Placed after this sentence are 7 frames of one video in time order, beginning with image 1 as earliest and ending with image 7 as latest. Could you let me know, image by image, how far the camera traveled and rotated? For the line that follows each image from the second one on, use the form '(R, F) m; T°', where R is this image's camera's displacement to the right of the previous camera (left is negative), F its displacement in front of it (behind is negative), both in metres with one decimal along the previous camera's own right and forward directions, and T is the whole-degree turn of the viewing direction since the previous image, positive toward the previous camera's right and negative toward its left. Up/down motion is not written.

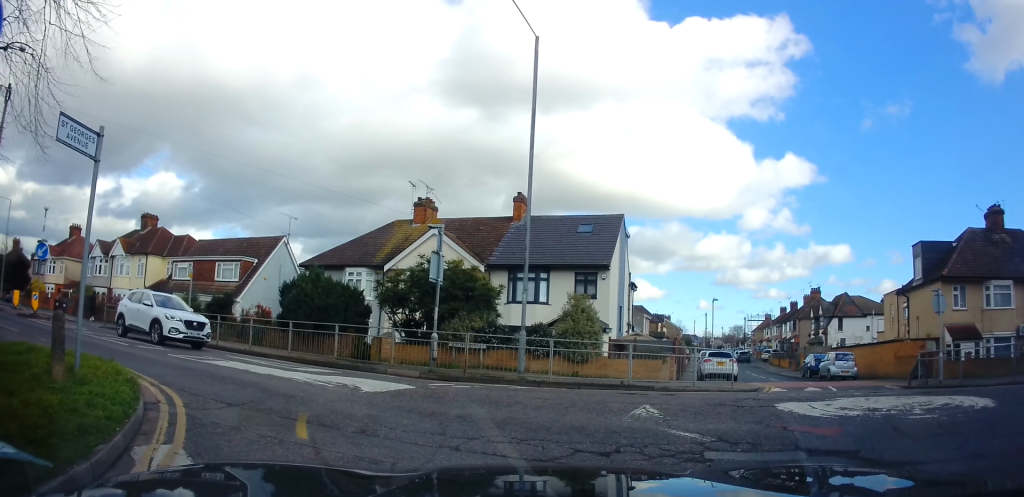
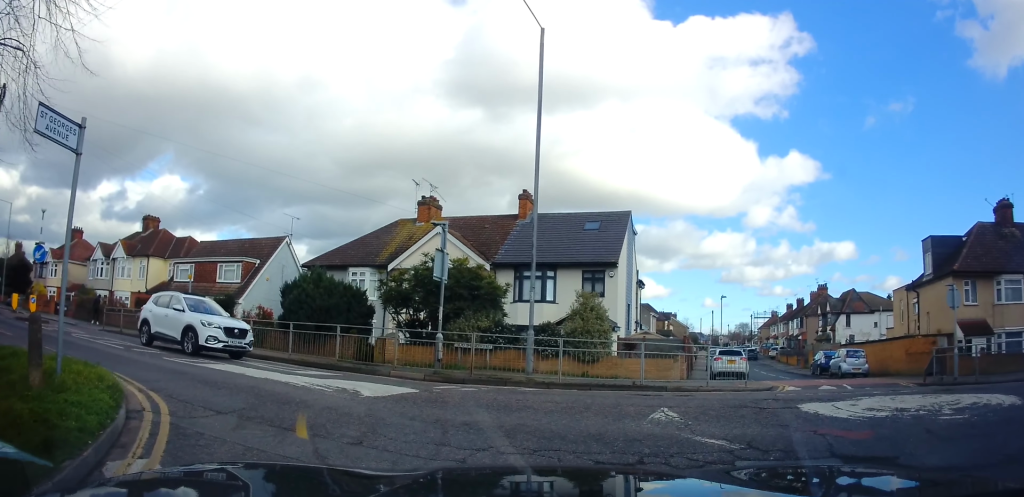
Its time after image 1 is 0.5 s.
(-0.1, +0.4) m; 0°
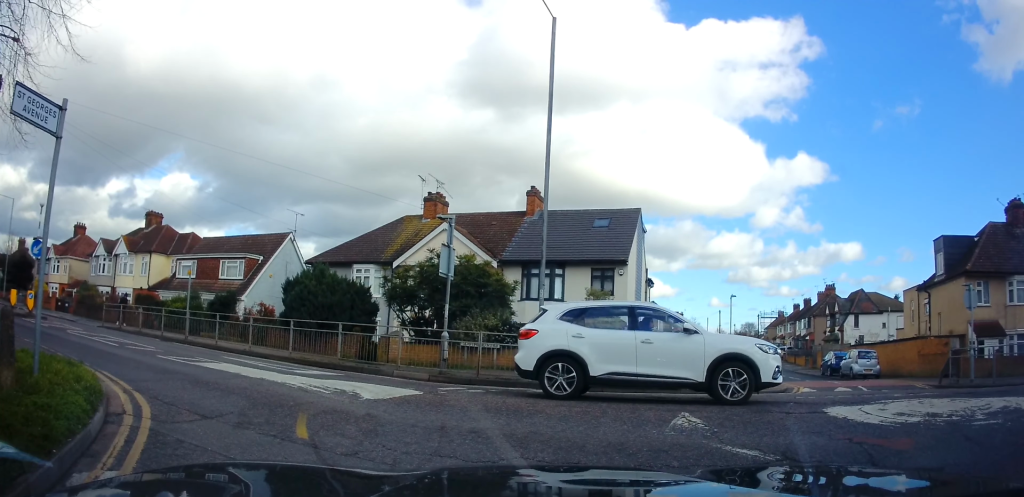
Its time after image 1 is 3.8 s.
(-0.2, +1.0) m; 0°
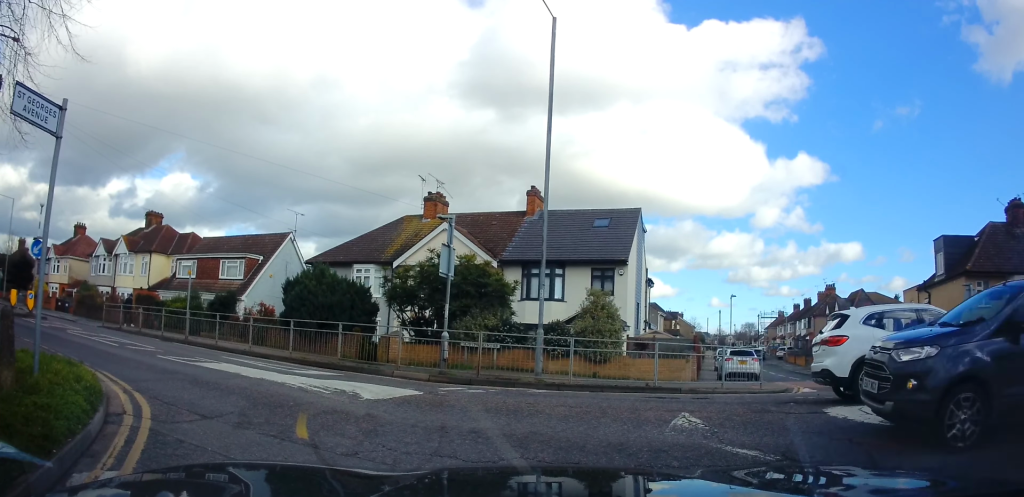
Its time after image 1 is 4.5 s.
(0.0, 0.0) m; 0°
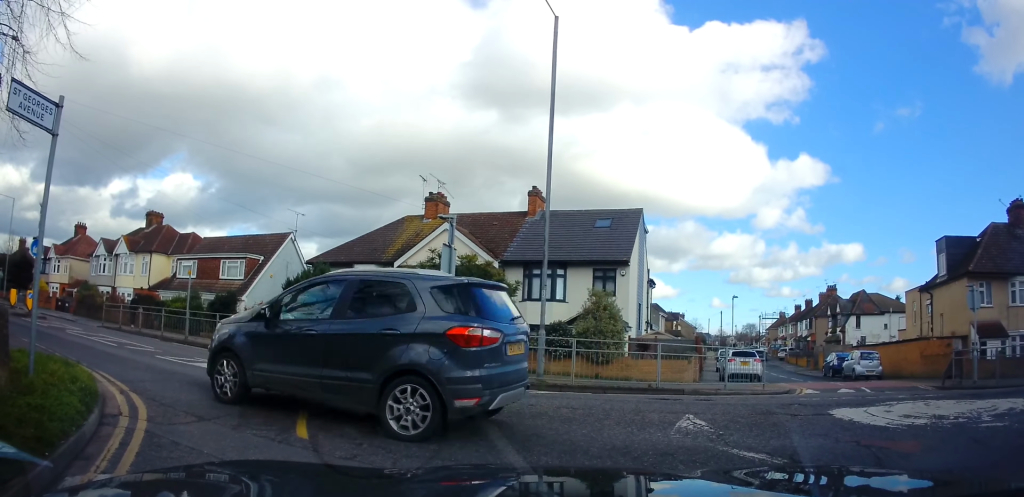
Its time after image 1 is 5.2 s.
(0.0, +0.1) m; 0°
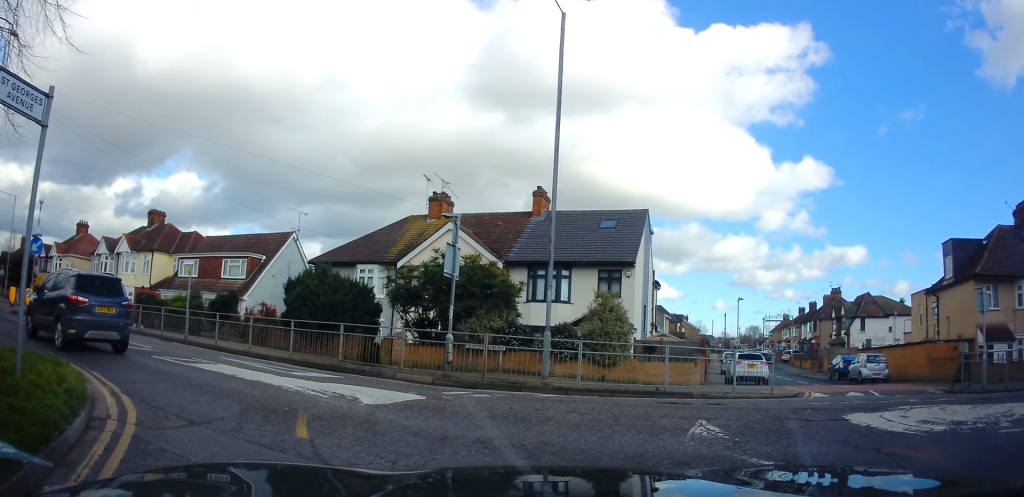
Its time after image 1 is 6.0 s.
(0.0, +0.2) m; 0°
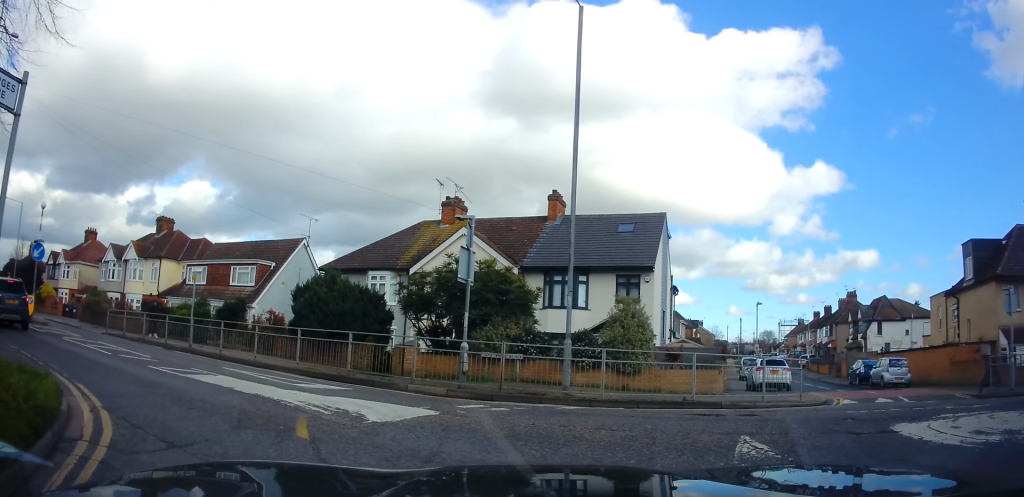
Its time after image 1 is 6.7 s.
(-0.3, +0.6) m; -9°
